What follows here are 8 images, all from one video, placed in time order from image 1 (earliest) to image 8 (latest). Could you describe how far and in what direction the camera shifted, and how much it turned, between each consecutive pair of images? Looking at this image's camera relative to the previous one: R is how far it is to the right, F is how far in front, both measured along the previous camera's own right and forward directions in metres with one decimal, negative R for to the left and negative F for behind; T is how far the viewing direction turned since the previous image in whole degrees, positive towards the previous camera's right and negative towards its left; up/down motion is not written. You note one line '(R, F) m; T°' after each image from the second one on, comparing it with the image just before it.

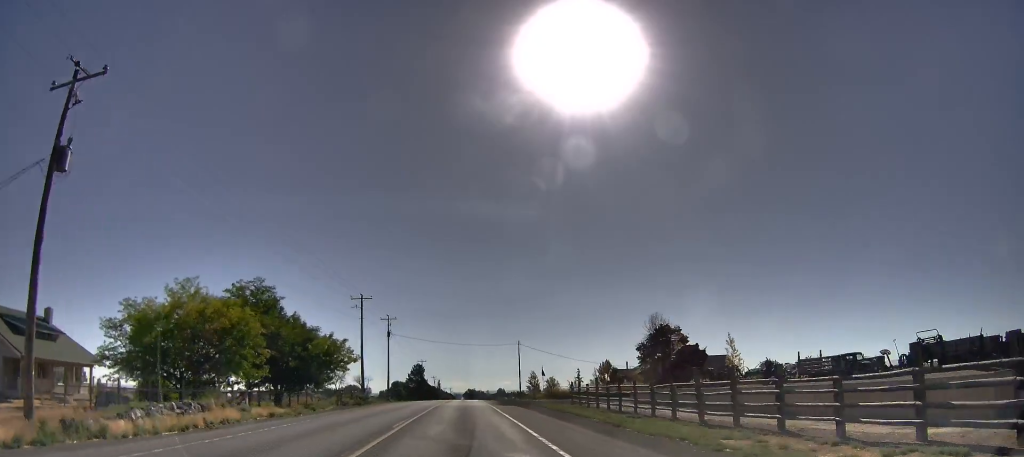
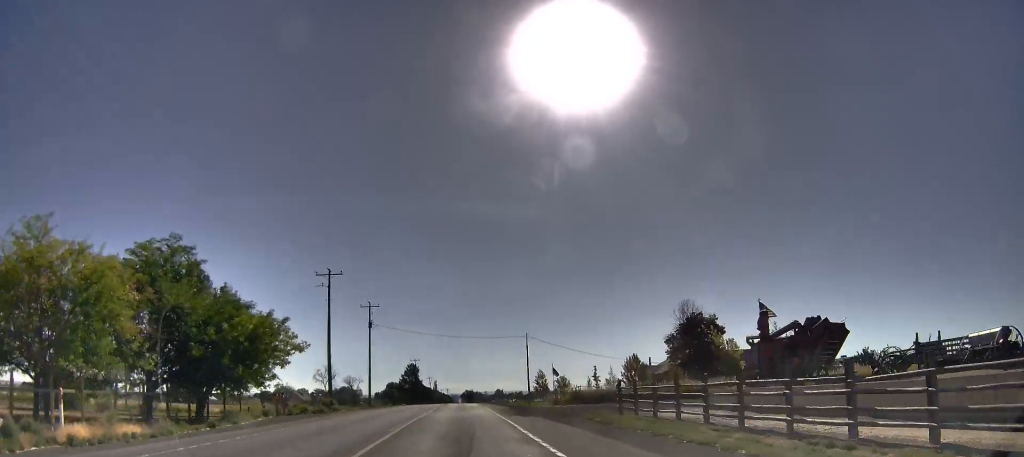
(0.0, +15.6) m; 0°
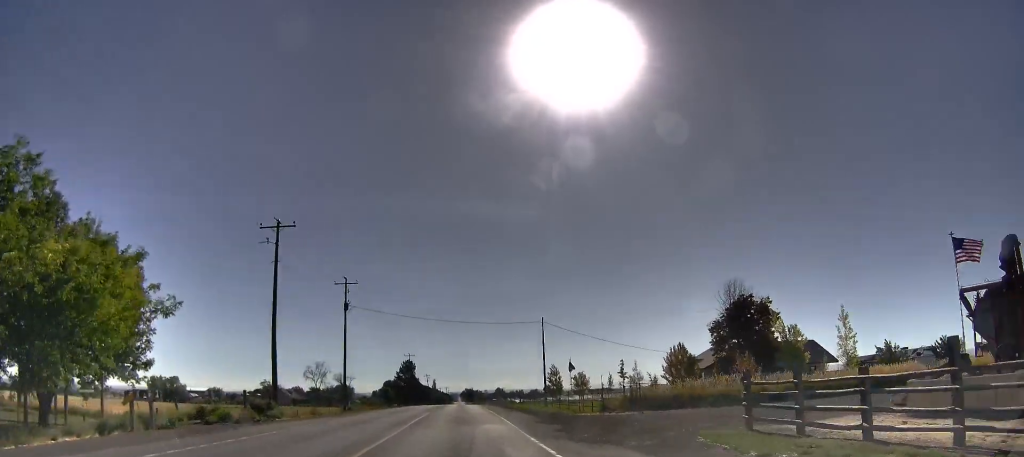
(0.0, +15.6) m; 0°
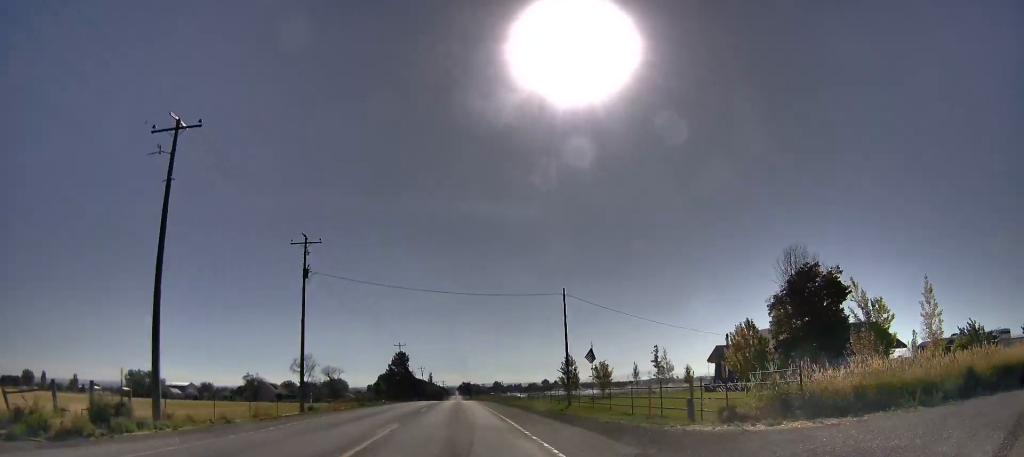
(0.0, +15.0) m; 0°
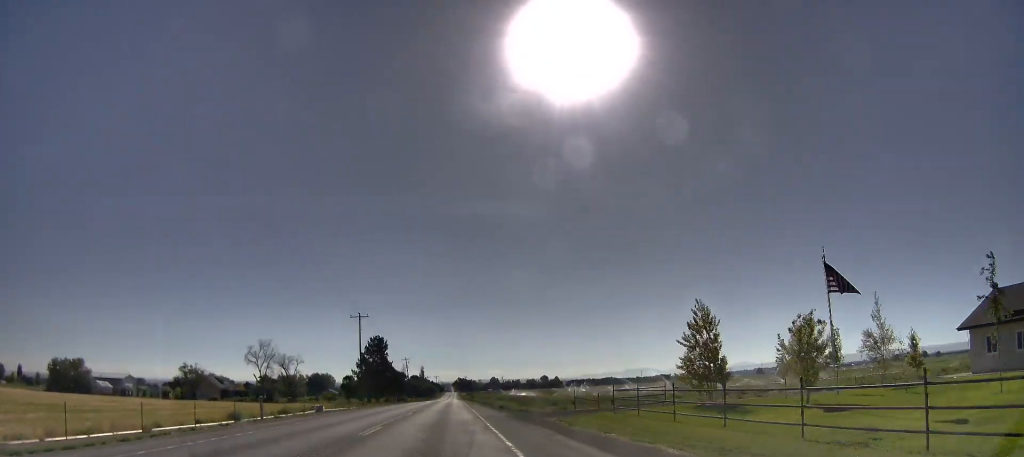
(-0.6, +44.9) m; -1°
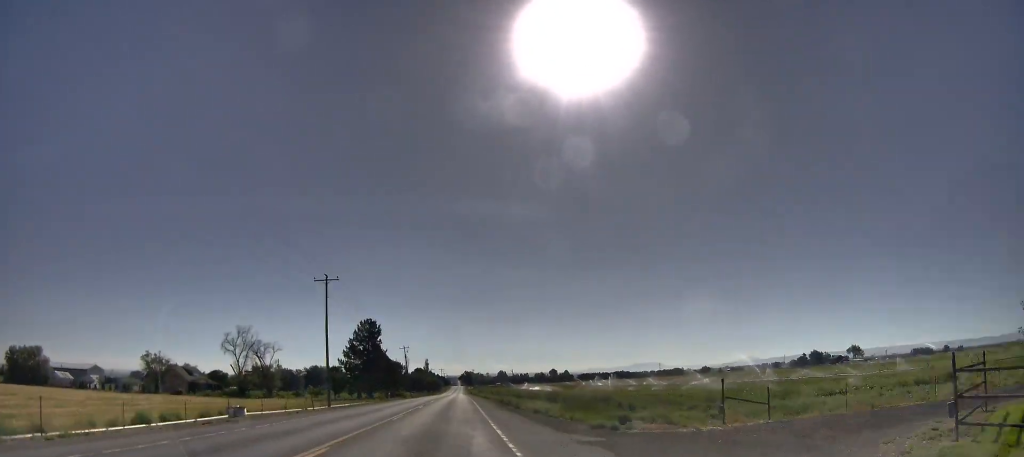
(0.0, +23.8) m; +1°
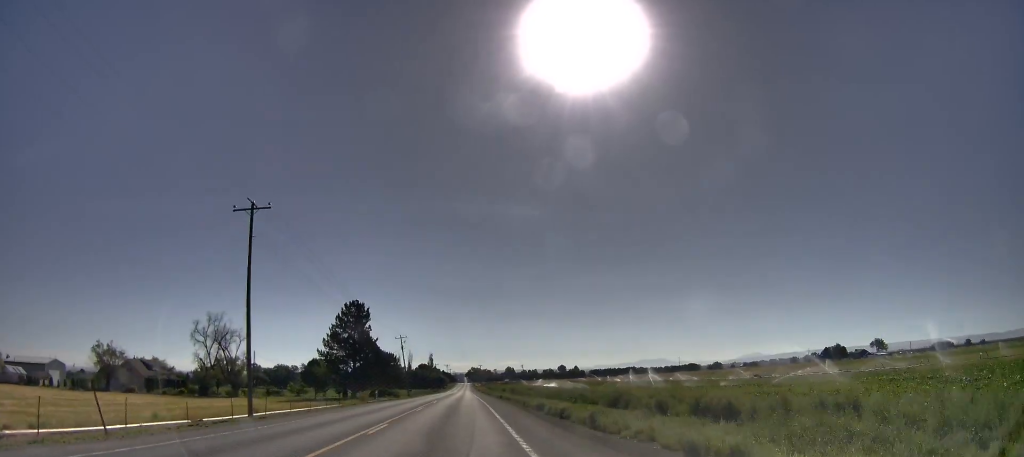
(+0.2, +22.9) m; +1°
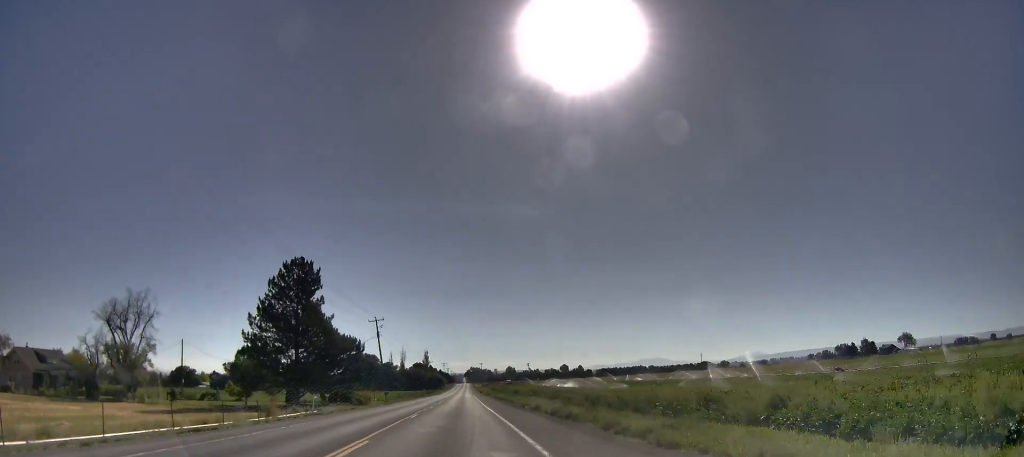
(+0.6, +34.8) m; +1°
